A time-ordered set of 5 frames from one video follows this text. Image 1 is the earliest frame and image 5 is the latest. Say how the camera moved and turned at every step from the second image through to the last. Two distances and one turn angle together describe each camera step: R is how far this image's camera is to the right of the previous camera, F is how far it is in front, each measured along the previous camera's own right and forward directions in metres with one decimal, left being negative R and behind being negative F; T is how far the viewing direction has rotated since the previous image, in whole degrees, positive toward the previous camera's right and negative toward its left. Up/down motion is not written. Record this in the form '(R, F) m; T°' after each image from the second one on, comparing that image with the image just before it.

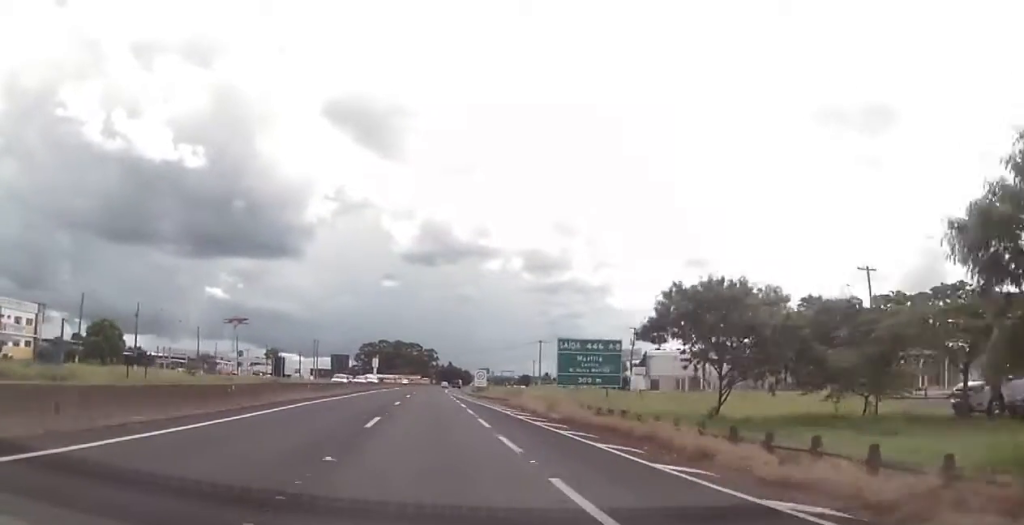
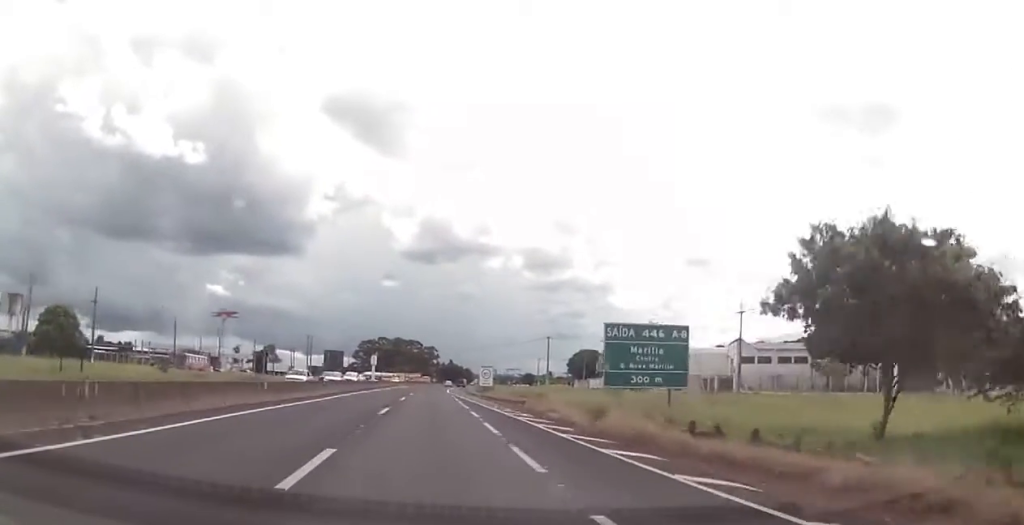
(-0.1, +10.0) m; 0°
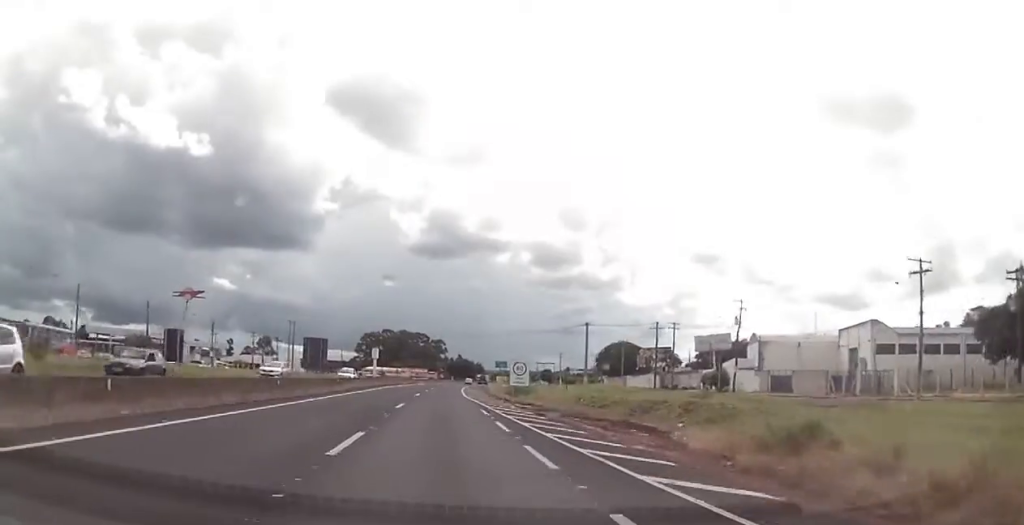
(+0.2, +29.6) m; 0°
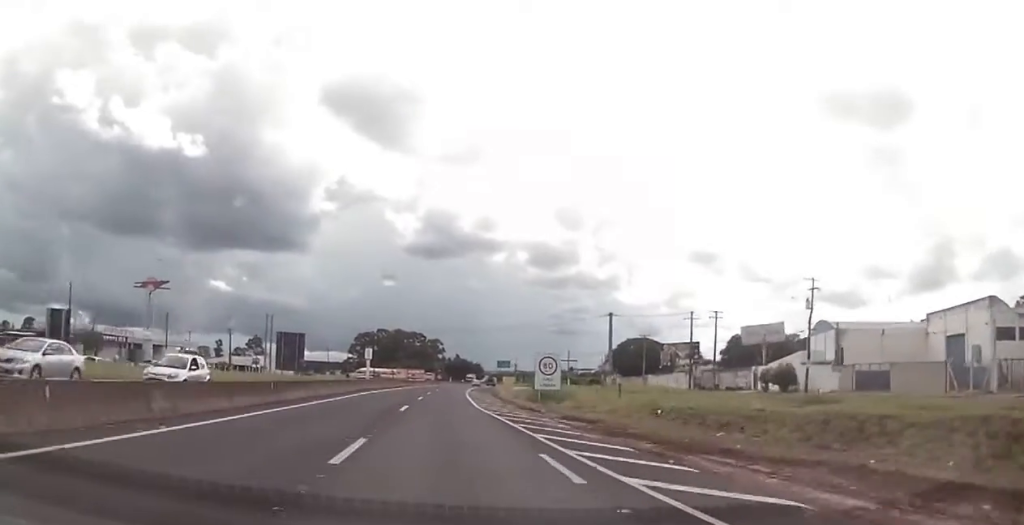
(0.0, +17.0) m; 0°
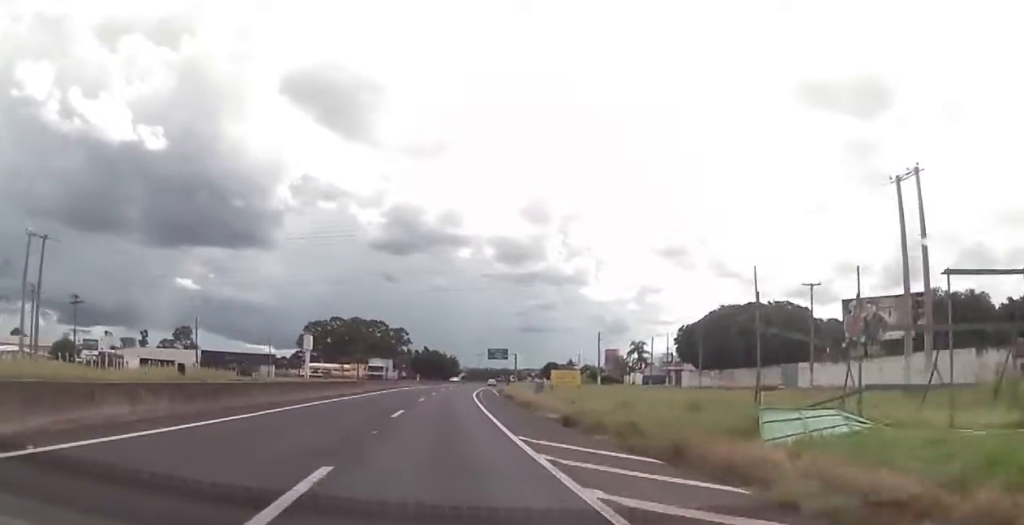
(+1.1, +68.4) m; 0°
